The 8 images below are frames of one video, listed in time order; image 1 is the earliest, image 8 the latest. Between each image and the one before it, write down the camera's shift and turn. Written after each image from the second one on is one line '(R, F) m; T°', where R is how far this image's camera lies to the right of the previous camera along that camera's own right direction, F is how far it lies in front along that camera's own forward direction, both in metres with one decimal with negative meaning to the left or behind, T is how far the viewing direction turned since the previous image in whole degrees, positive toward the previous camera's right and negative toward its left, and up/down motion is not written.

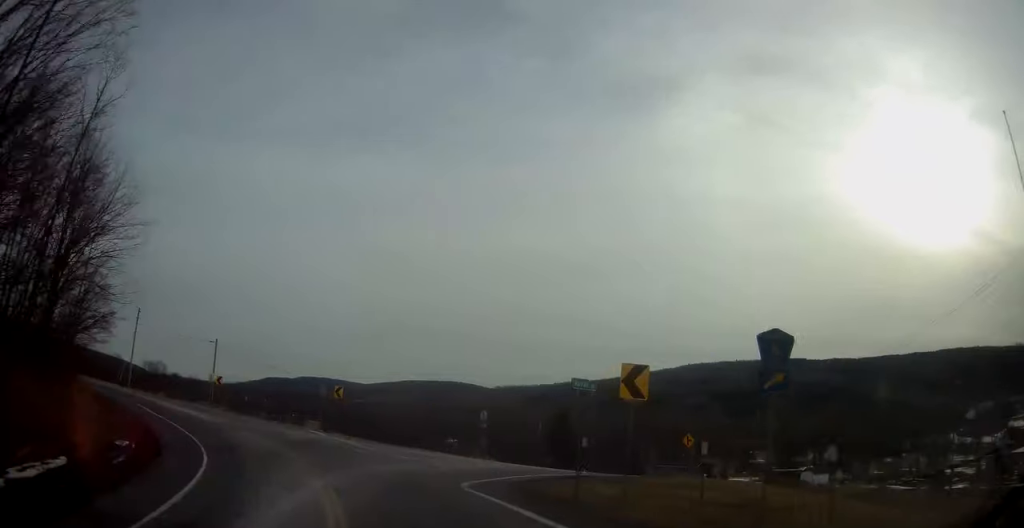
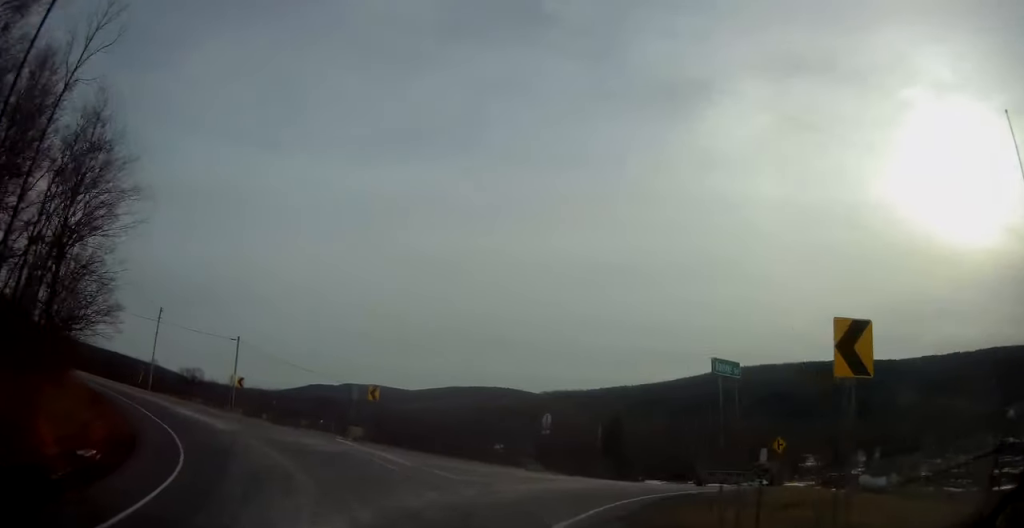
(-0.1, +5.8) m; -5°
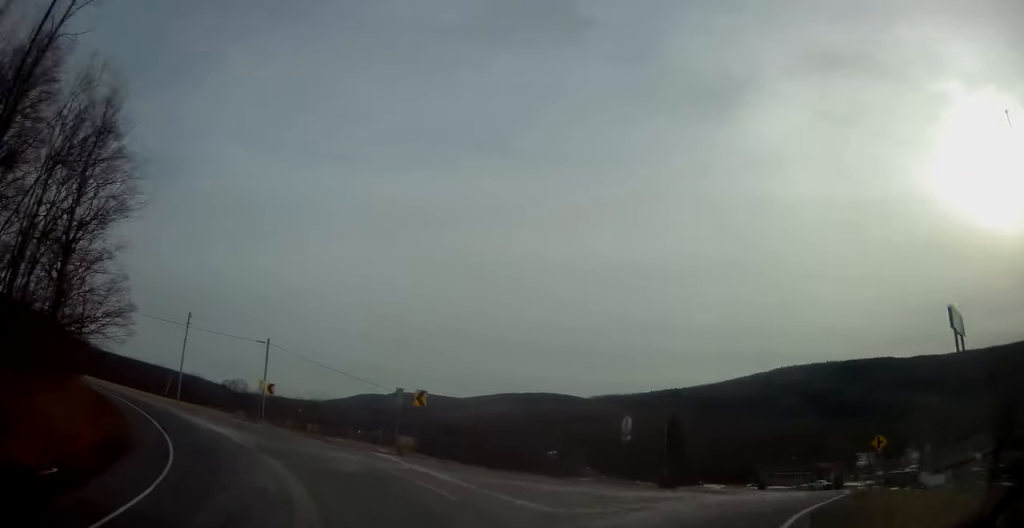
(0.0, +4.9) m; -5°
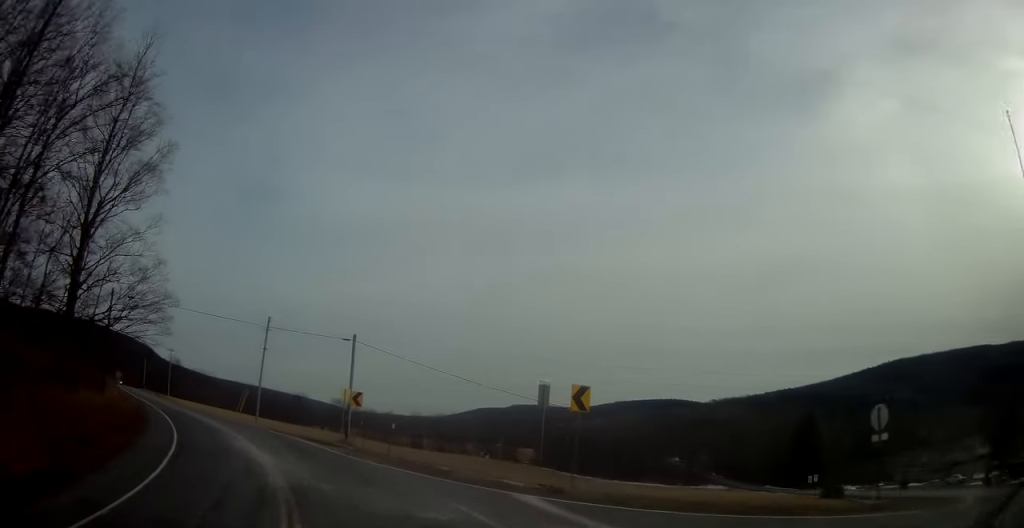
(-0.8, +10.0) m; -13°
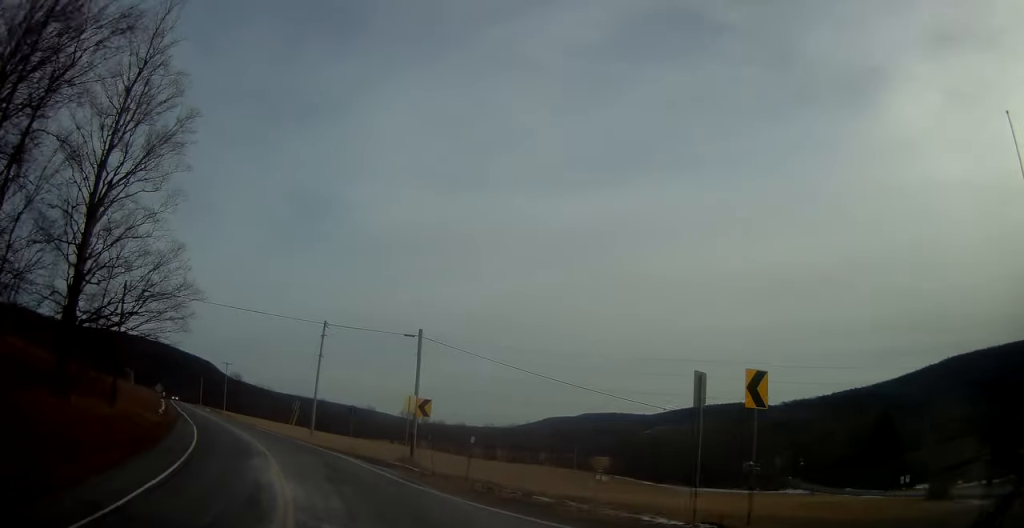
(-0.9, +6.0) m; -6°
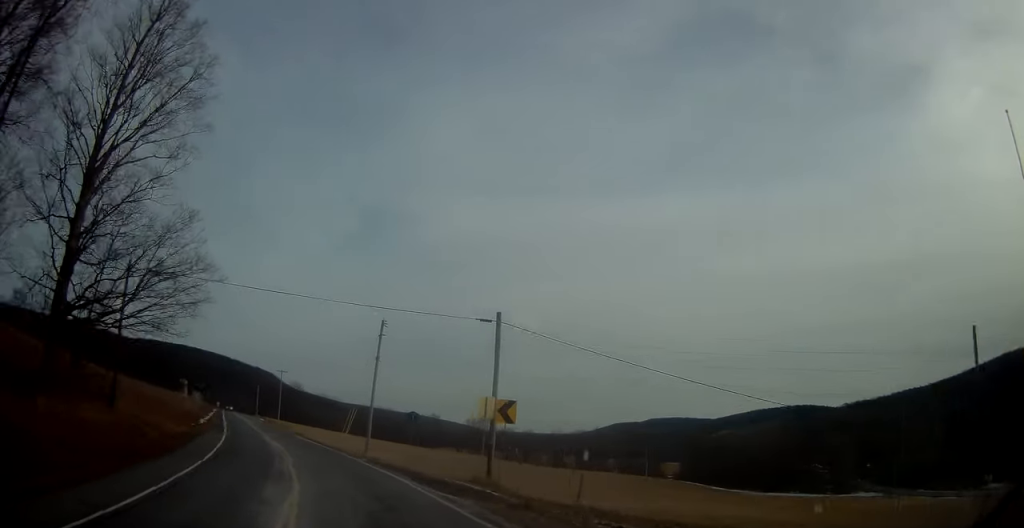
(-0.3, +5.6) m; -6°
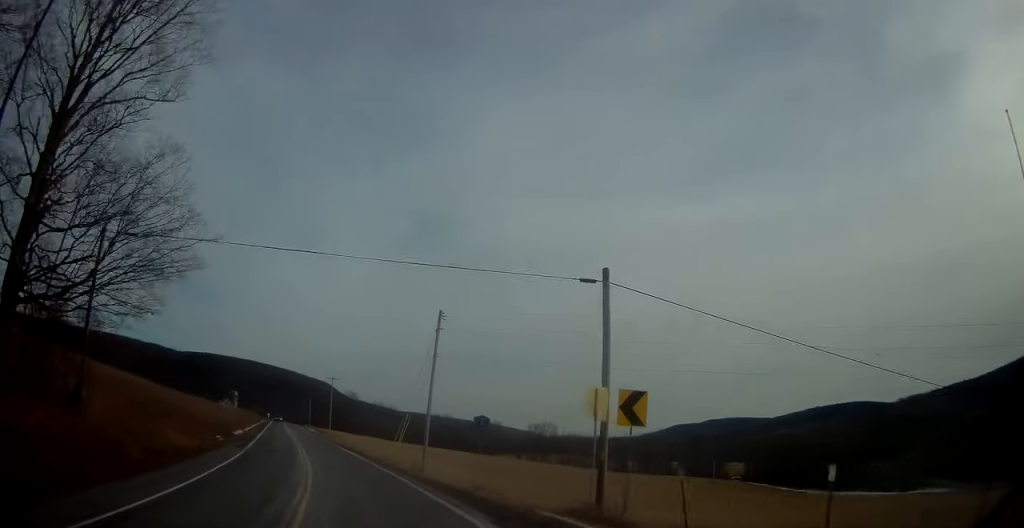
(-0.3, +6.4) m; -5°
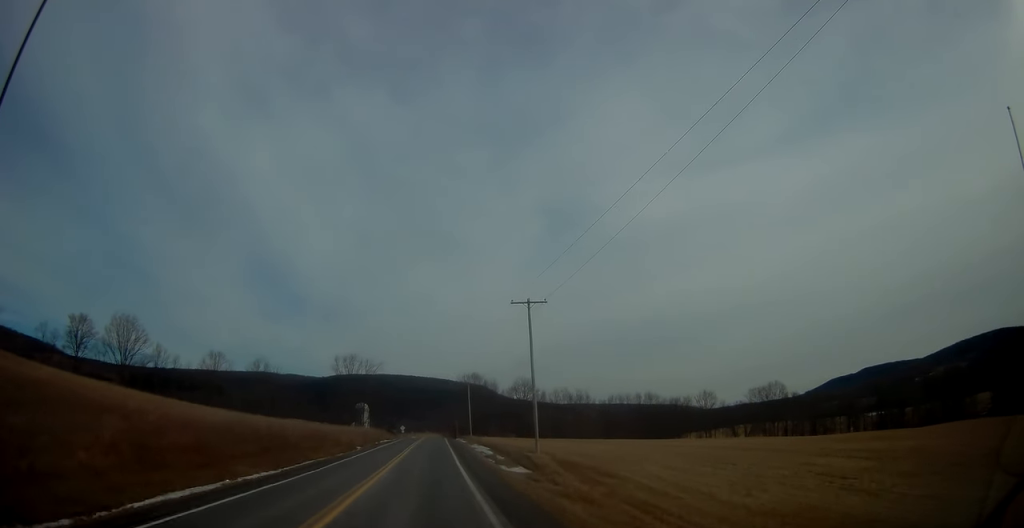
(-15.7, +67.8) m; -17°
